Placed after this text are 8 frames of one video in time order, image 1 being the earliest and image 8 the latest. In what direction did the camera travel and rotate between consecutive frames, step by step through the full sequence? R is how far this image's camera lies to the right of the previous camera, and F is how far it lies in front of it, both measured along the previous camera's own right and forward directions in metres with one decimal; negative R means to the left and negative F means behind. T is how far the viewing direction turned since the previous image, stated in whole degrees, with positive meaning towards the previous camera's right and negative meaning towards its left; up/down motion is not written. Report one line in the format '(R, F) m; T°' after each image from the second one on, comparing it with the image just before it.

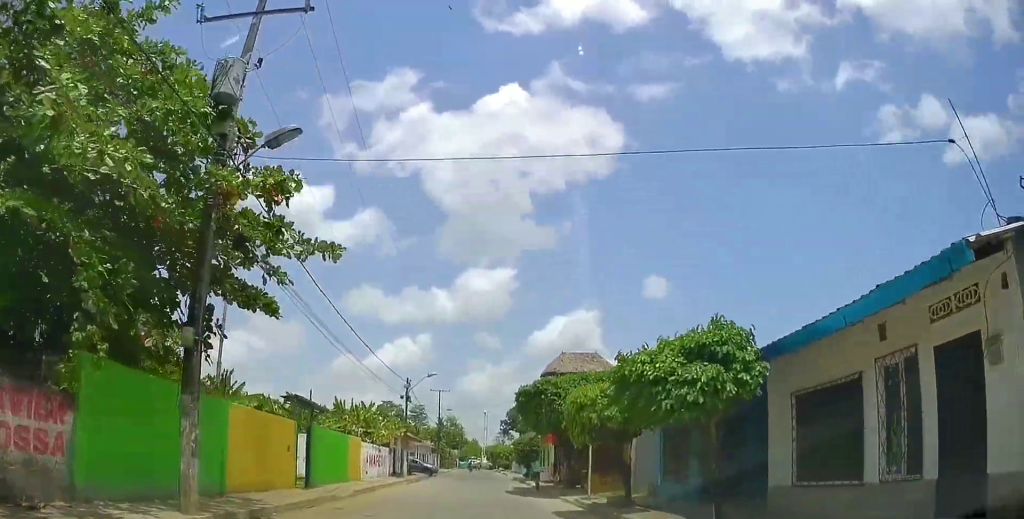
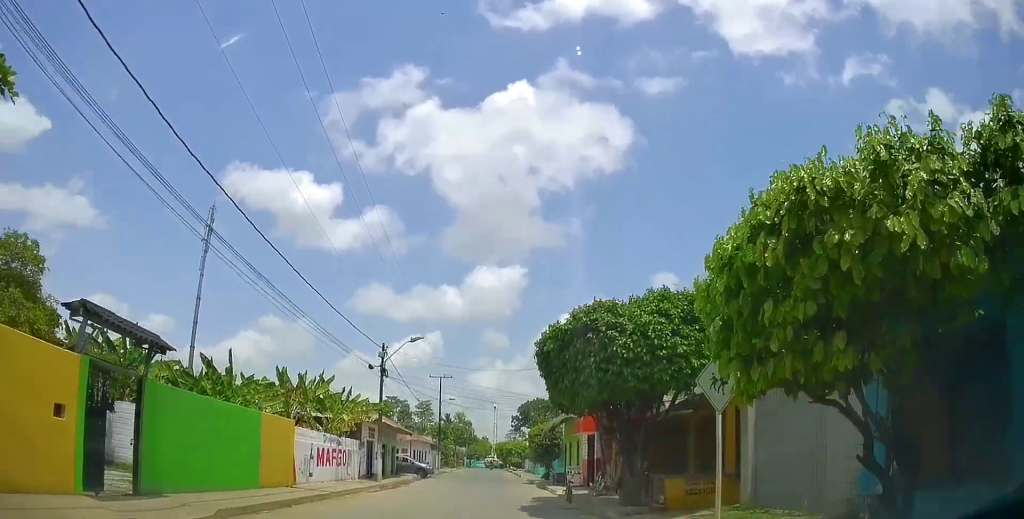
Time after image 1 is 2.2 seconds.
(-0.4, +9.9) m; +1°
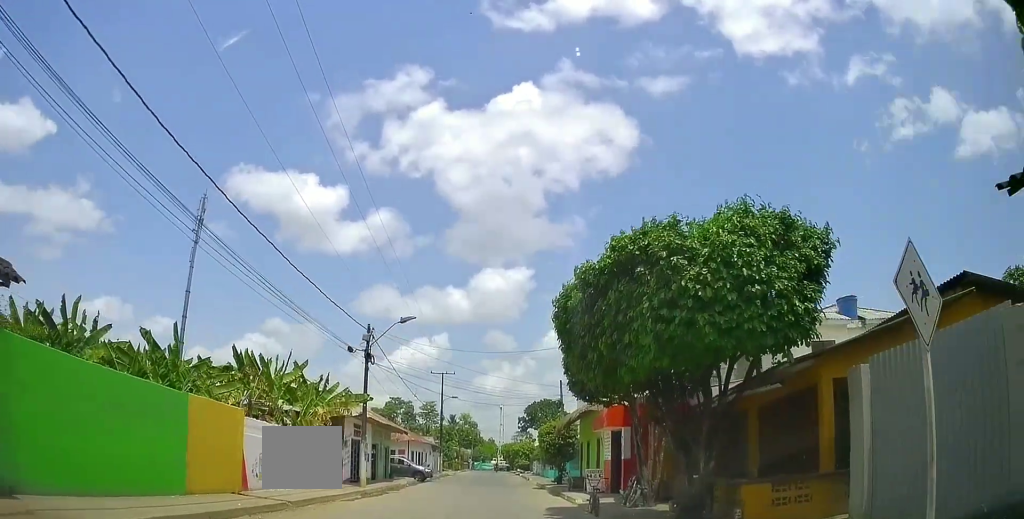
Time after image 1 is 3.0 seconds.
(+0.1, +4.1) m; 0°
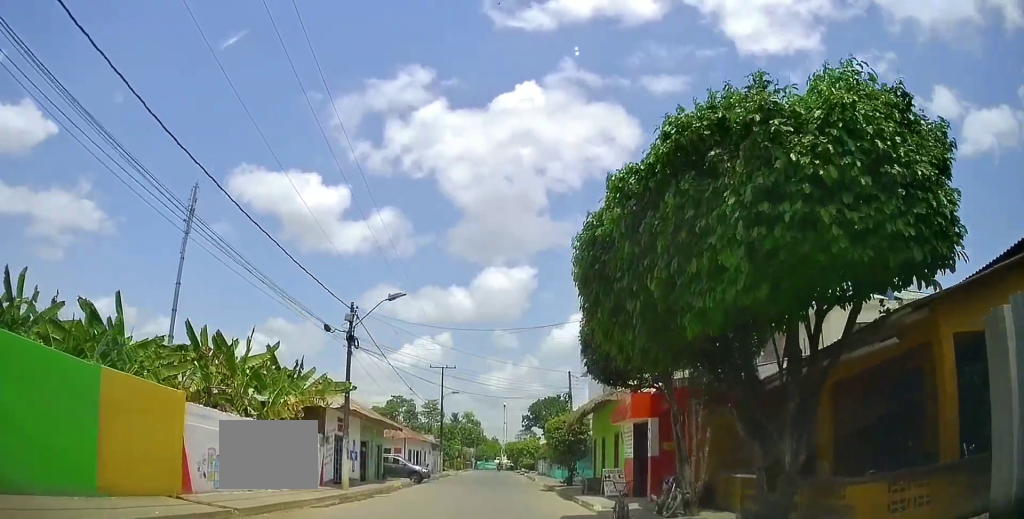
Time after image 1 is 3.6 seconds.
(-0.3, +3.1) m; -1°
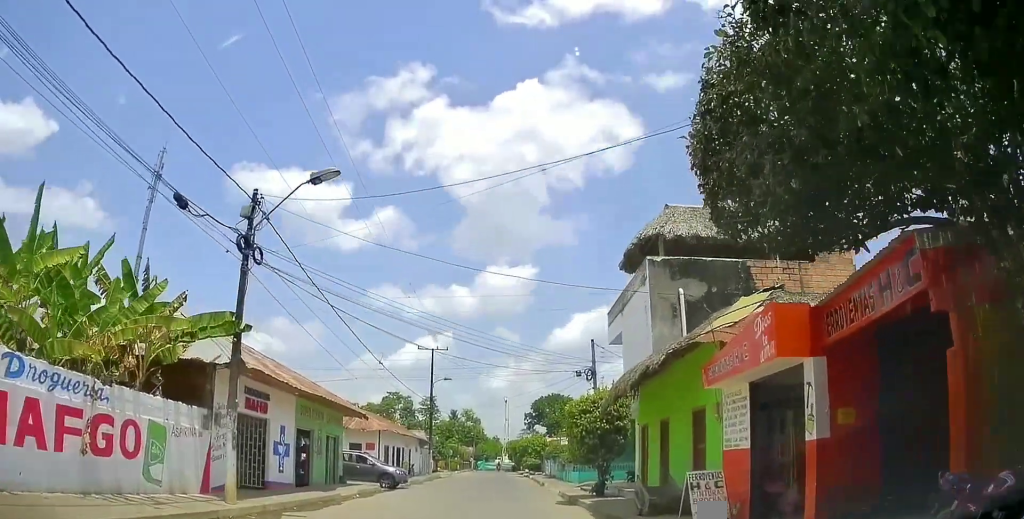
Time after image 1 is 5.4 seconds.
(+0.2, +9.0) m; -3°
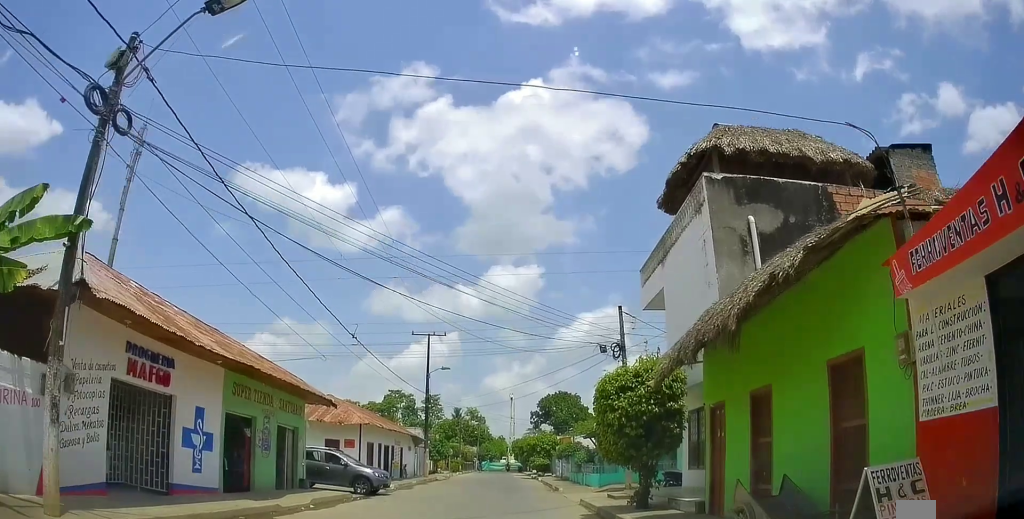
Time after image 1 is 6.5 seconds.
(-0.2, +5.6) m; +3°
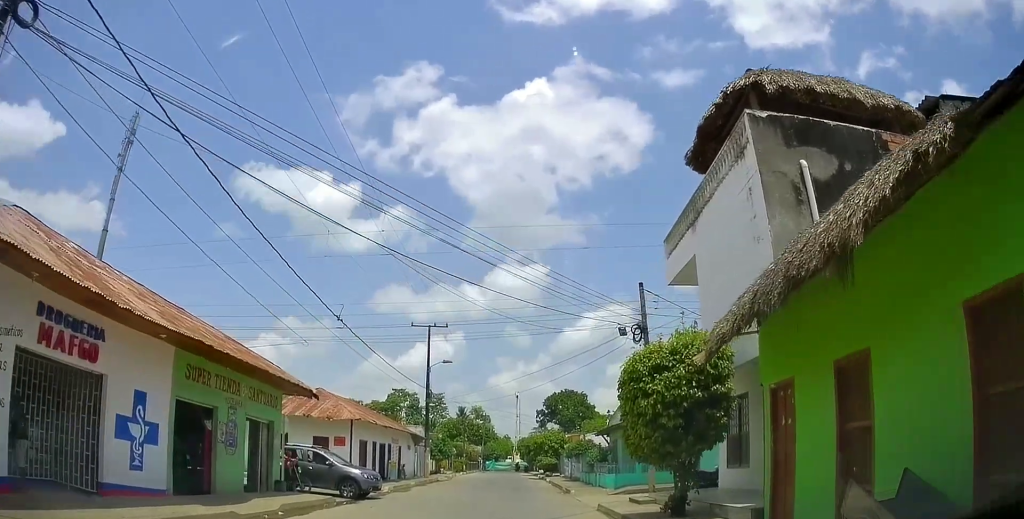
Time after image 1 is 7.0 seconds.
(+0.1, +2.5) m; +2°
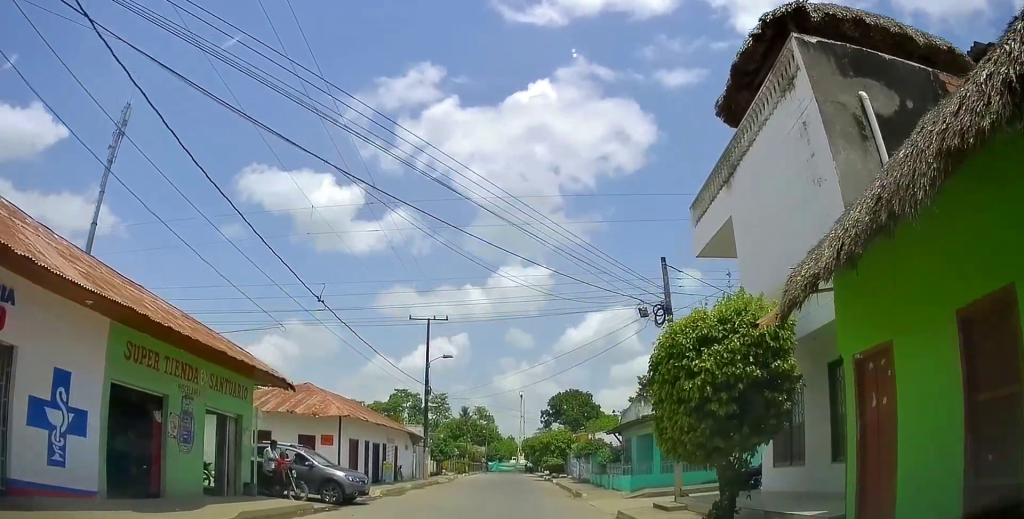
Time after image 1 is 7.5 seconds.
(+0.3, +2.2) m; 0°
